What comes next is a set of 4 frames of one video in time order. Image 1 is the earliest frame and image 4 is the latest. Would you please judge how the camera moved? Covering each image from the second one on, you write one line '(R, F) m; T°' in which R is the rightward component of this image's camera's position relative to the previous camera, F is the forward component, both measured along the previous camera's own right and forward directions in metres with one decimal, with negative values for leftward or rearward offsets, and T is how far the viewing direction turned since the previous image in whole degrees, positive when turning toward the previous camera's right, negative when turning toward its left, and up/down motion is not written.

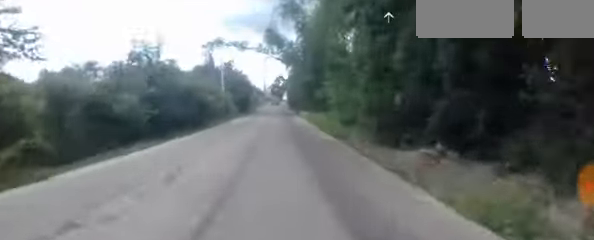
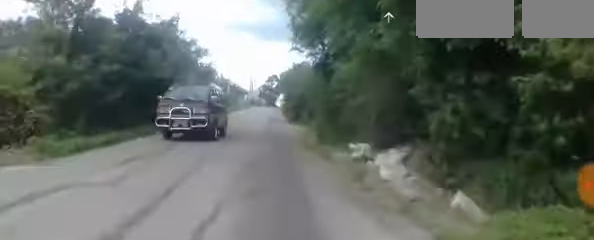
(-1.0, +28.3) m; -3°
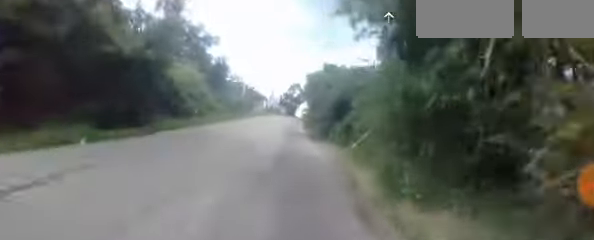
(0.0, +5.8) m; -1°
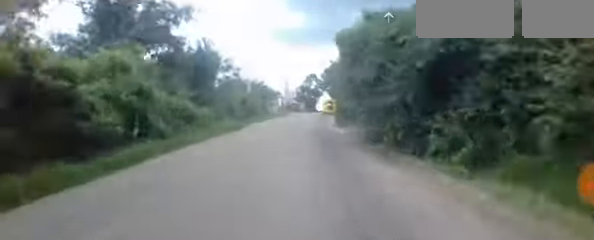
(-0.4, +8.7) m; -2°
